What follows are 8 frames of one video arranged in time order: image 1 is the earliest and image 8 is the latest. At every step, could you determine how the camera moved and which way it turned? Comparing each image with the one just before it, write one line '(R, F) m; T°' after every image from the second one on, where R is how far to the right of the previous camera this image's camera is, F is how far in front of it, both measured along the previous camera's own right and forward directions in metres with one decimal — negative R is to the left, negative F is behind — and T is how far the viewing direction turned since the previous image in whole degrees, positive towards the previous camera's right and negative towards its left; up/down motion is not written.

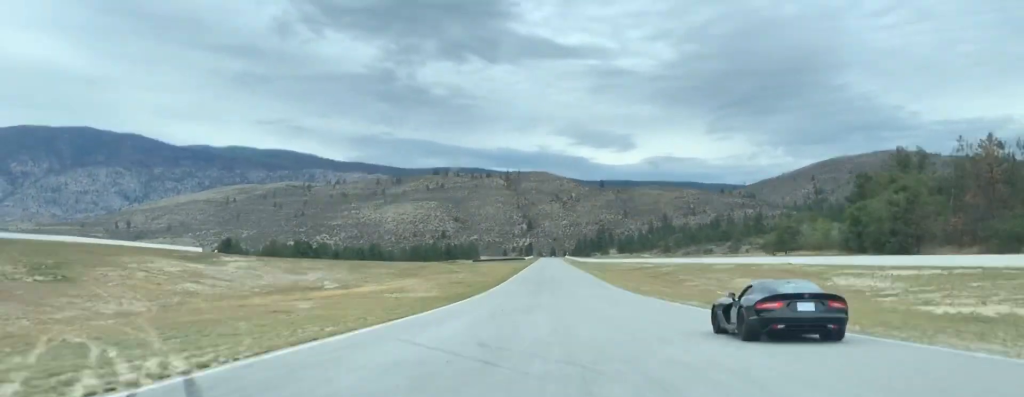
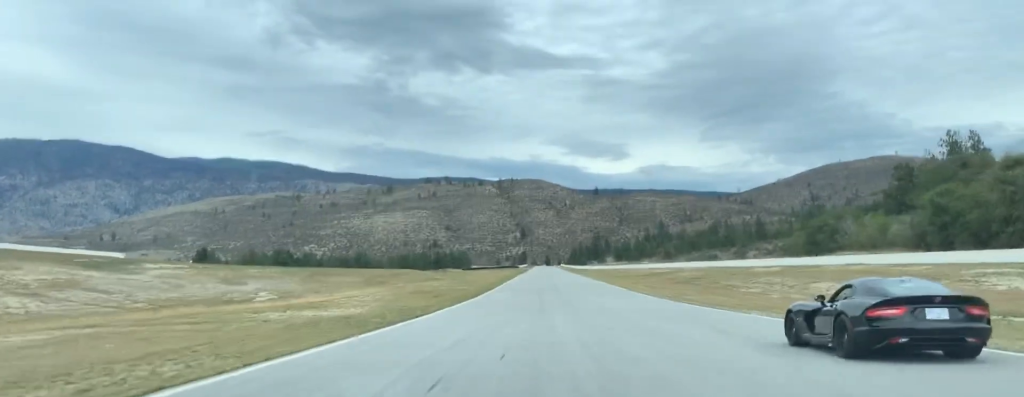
(-0.6, +25.0) m; 0°
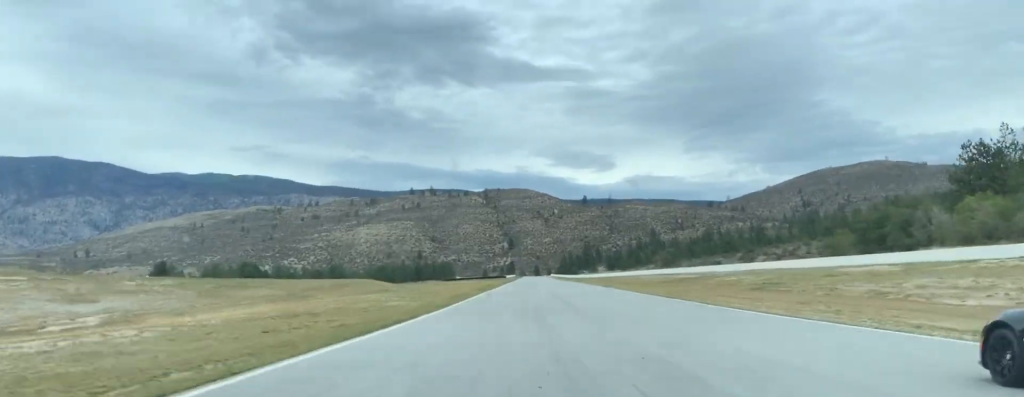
(+1.0, +32.3) m; +1°
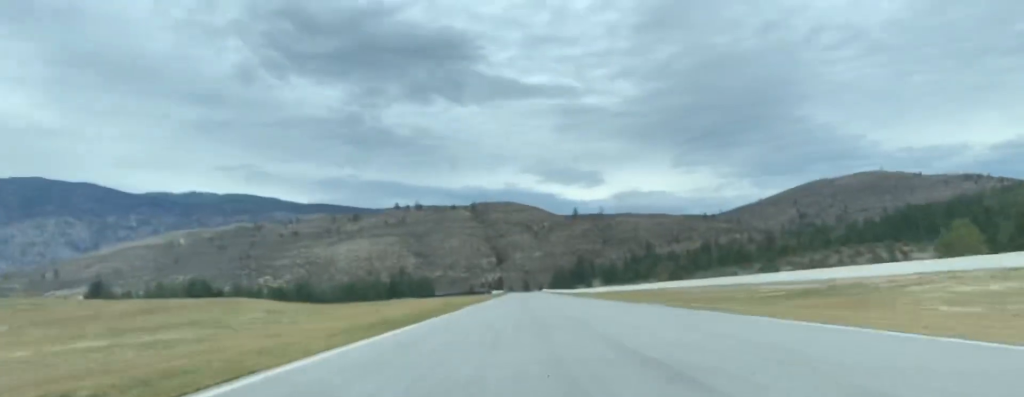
(-0.2, +48.5) m; 0°
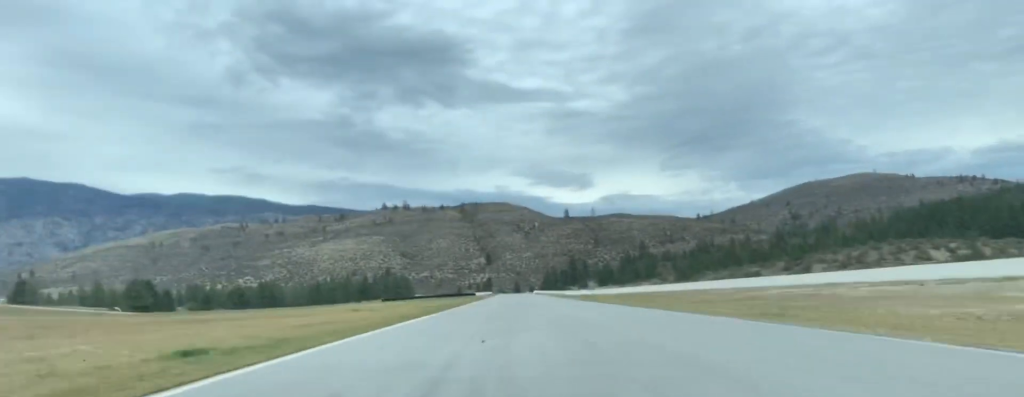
(+0.6, +48.3) m; 0°
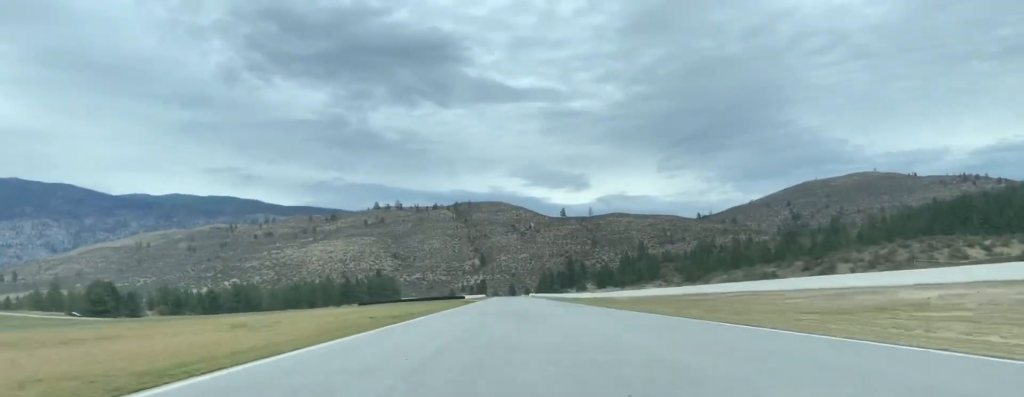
(-0.3, +25.0) m; 0°
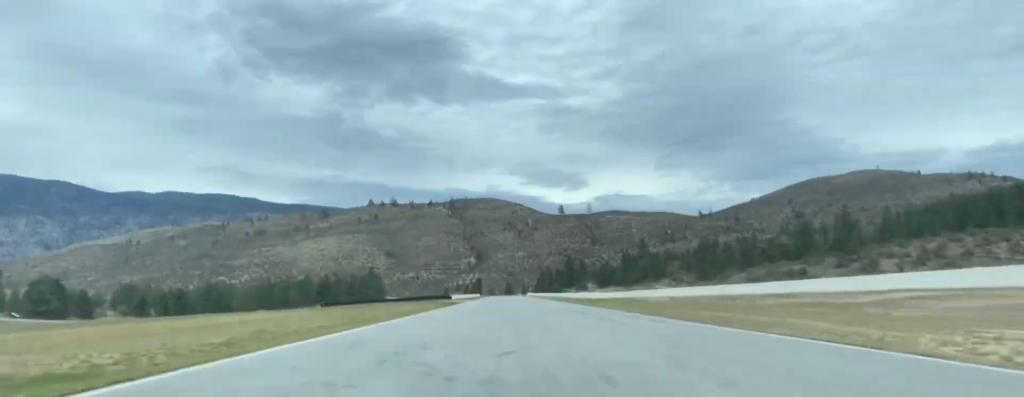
(-0.2, +32.1) m; 0°
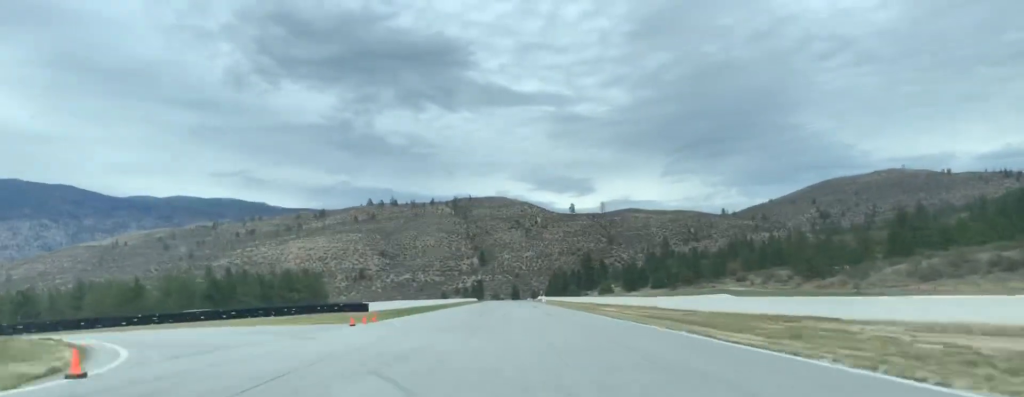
(+0.6, +105.0) m; 0°
